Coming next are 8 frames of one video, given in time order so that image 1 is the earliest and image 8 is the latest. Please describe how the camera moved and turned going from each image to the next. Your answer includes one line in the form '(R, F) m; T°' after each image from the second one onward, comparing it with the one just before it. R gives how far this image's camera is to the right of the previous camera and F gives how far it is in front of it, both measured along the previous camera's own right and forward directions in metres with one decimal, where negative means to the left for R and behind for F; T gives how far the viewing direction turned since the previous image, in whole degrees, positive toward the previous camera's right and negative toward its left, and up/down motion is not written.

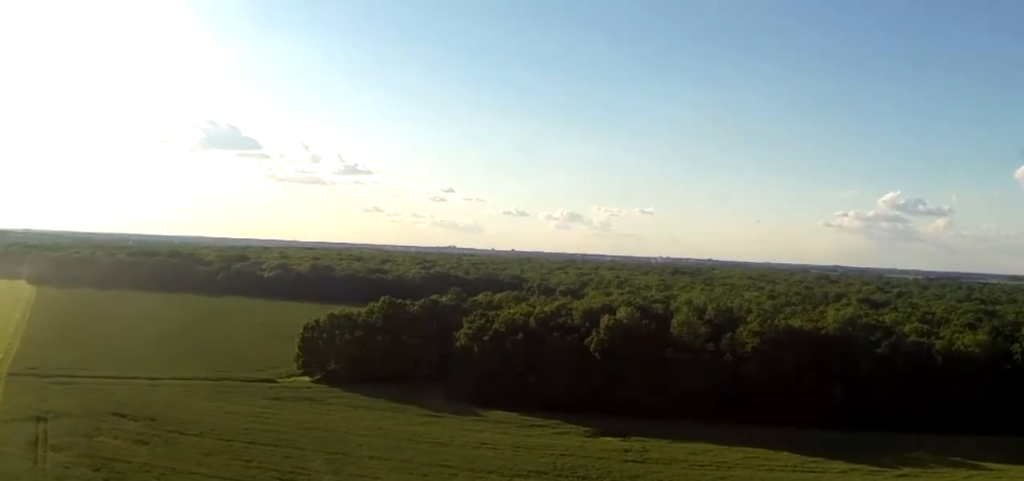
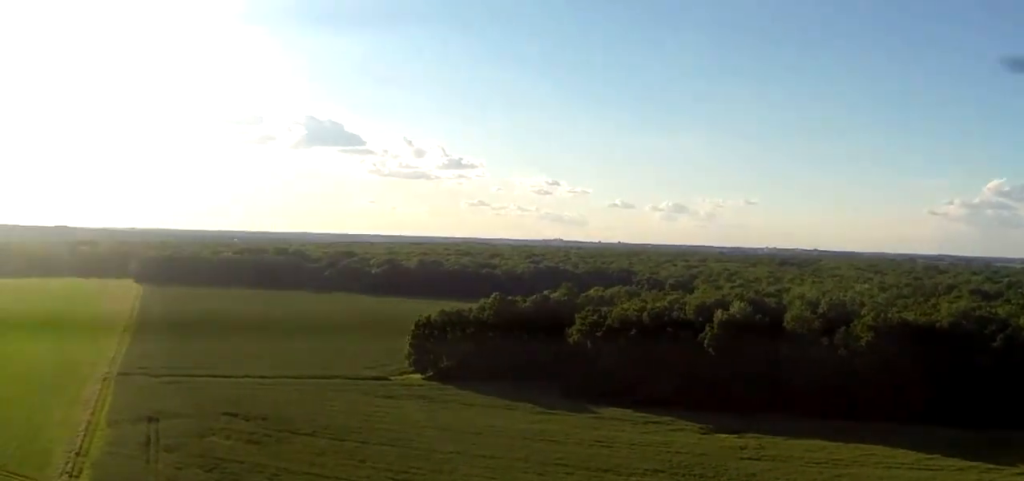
(-0.1, +3.9) m; -4°
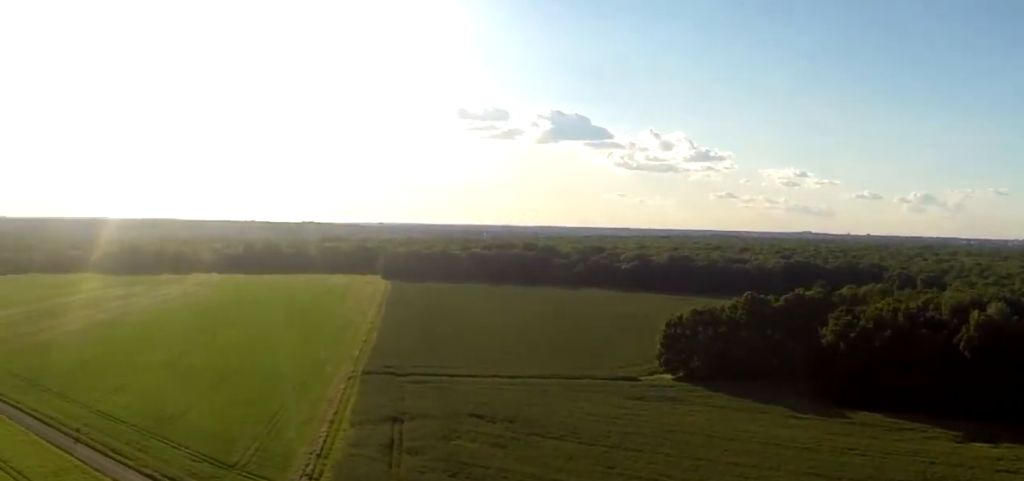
(-0.5, +8.2) m; -7°
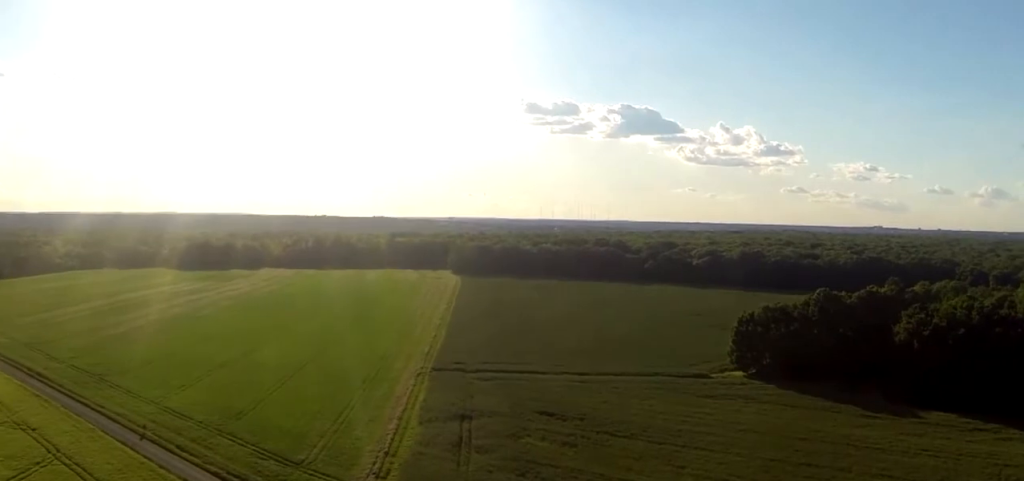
(-0.1, +3.1) m; -2°
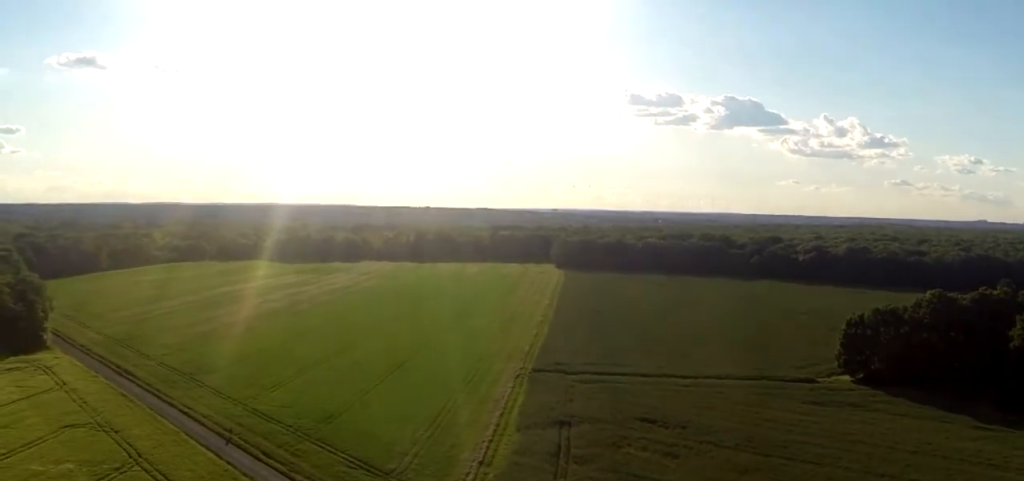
(-0.5, +9.2) m; -6°
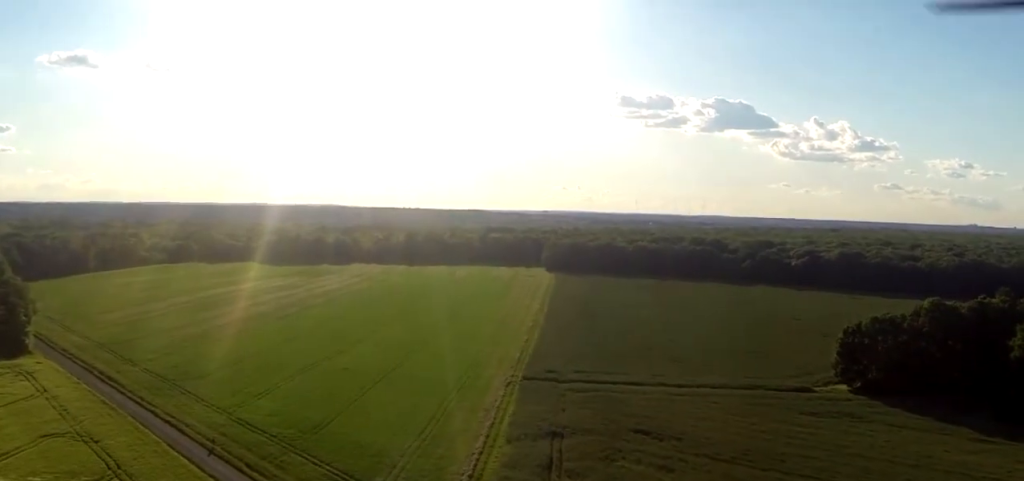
(-0.2, +5.8) m; -2°
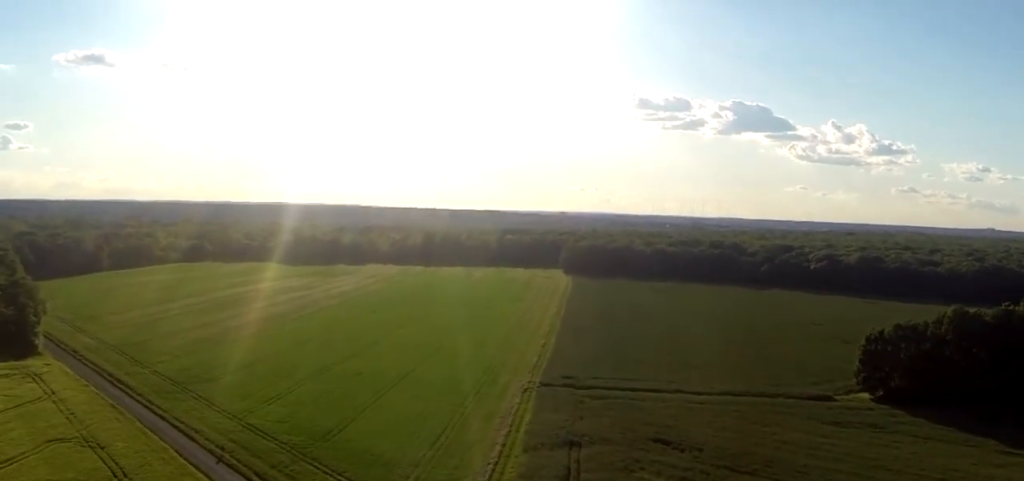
(-0.1, +4.6) m; -1°
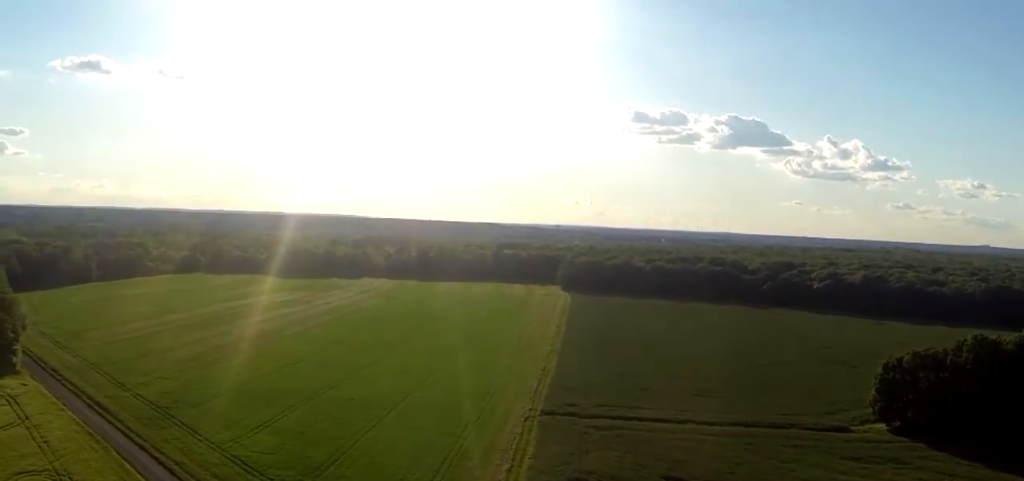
(-0.4, +11.4) m; -6°
